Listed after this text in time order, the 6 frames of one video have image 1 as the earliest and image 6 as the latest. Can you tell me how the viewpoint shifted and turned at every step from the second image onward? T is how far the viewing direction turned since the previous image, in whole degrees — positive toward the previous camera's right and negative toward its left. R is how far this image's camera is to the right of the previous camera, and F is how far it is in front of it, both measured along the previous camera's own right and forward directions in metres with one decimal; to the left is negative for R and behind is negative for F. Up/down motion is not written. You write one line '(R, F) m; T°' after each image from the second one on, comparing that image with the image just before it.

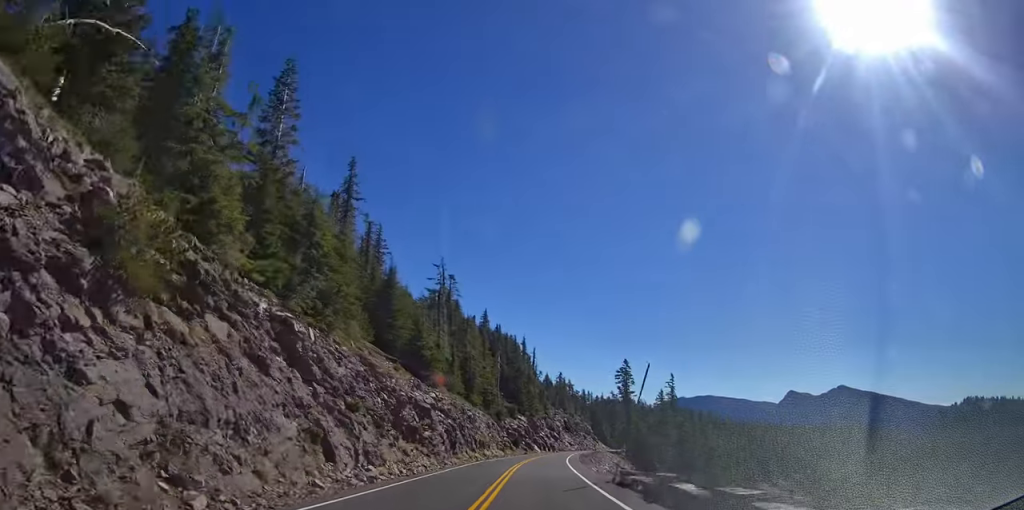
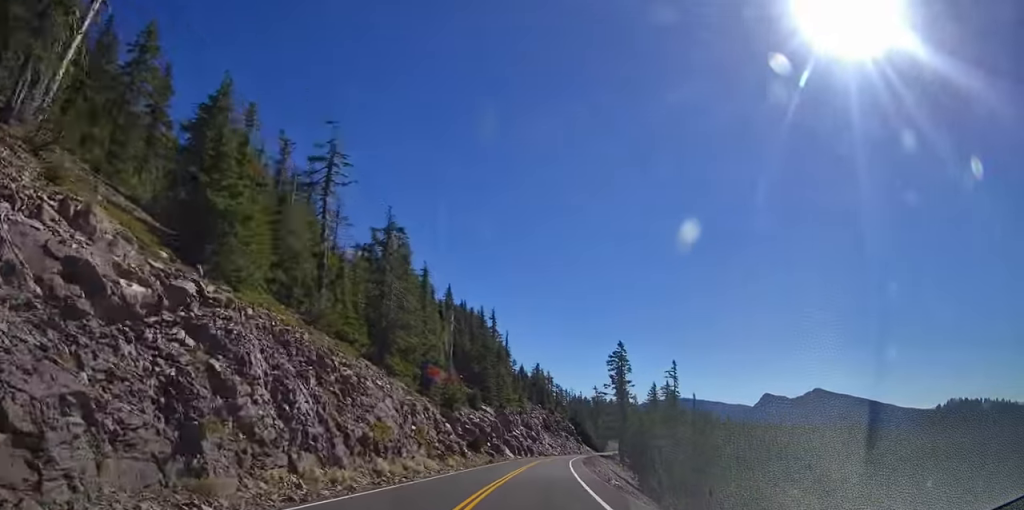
(0.0, +31.9) m; +1°
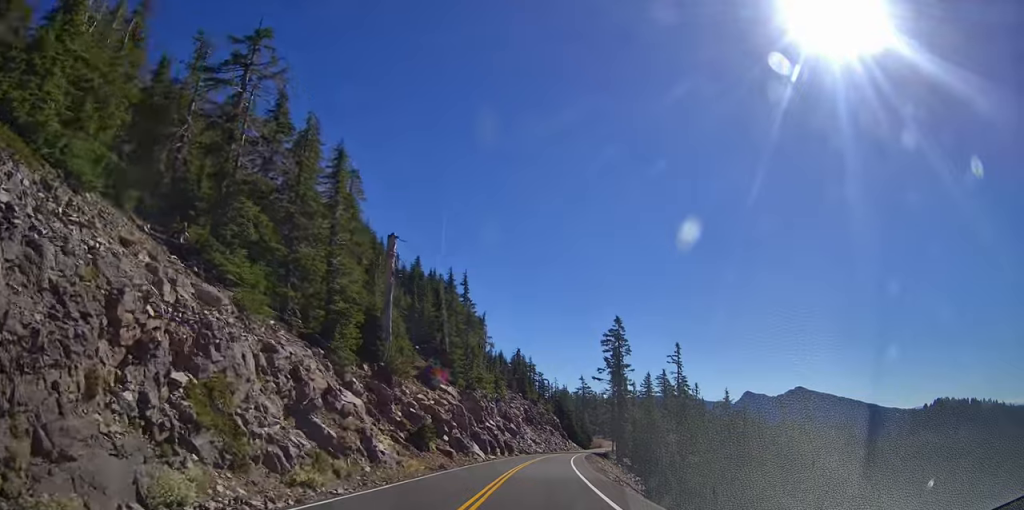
(+0.9, +21.5) m; +6°
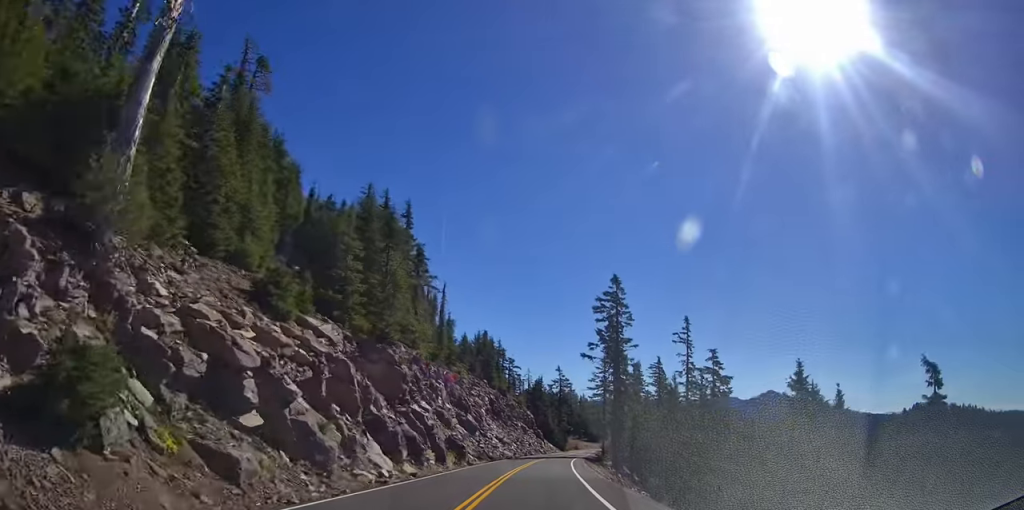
(+1.3, +28.4) m; +3°
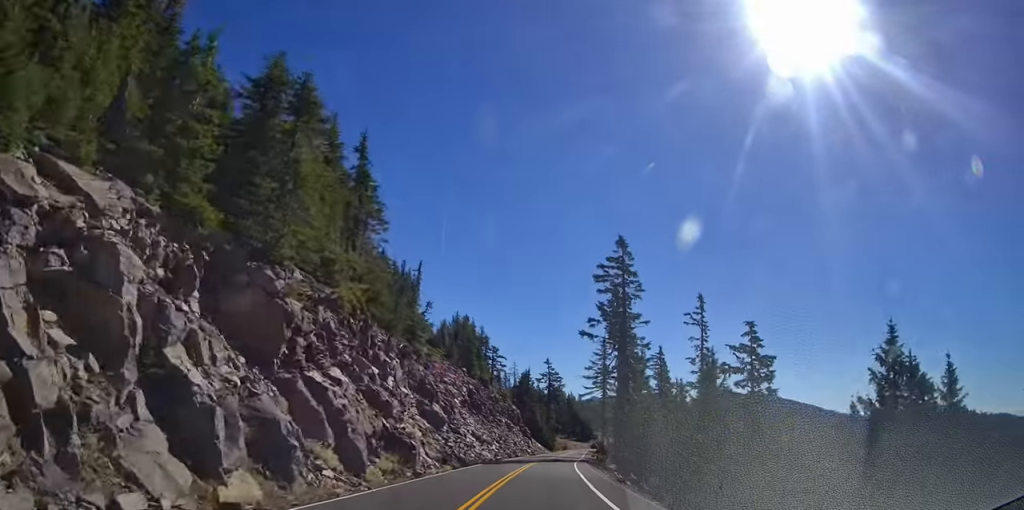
(0.0, +15.6) m; 0°
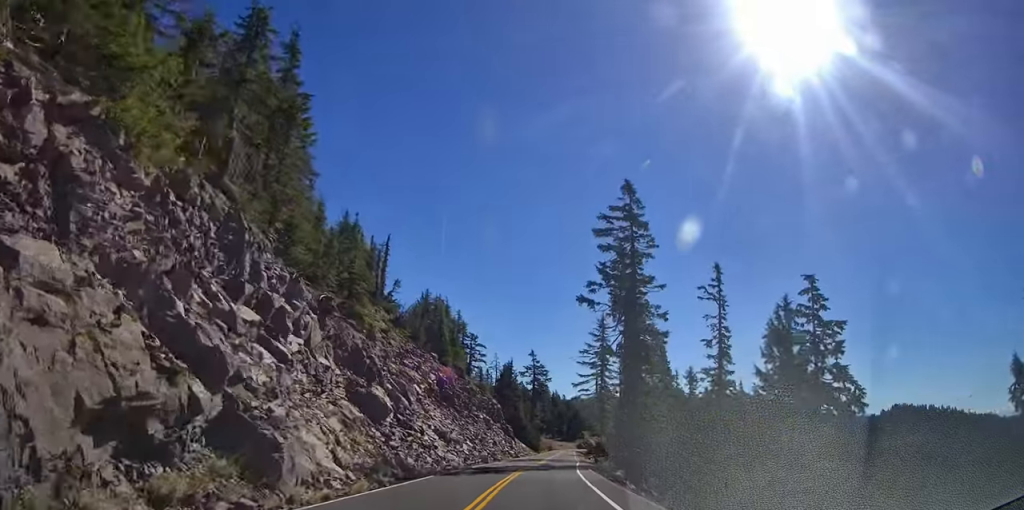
(0.0, +14.9) m; 0°
